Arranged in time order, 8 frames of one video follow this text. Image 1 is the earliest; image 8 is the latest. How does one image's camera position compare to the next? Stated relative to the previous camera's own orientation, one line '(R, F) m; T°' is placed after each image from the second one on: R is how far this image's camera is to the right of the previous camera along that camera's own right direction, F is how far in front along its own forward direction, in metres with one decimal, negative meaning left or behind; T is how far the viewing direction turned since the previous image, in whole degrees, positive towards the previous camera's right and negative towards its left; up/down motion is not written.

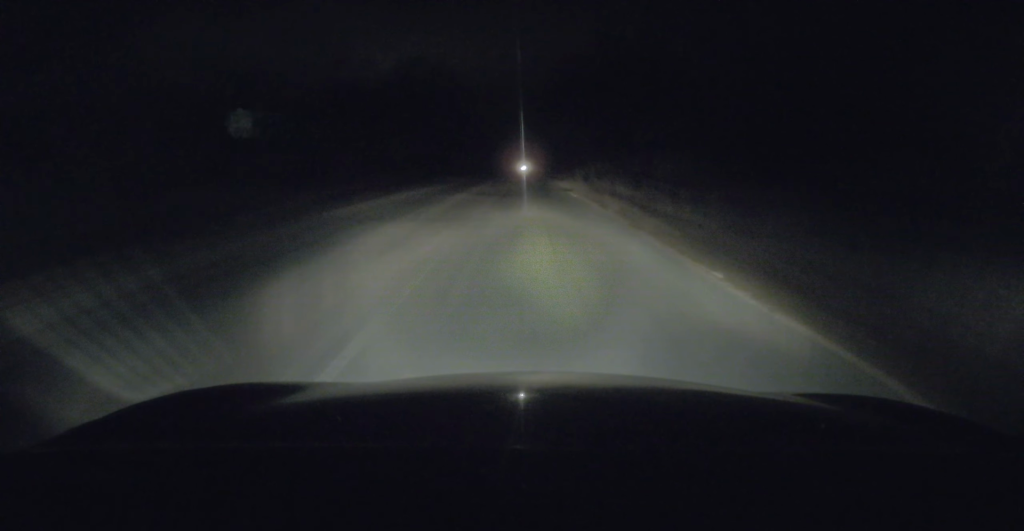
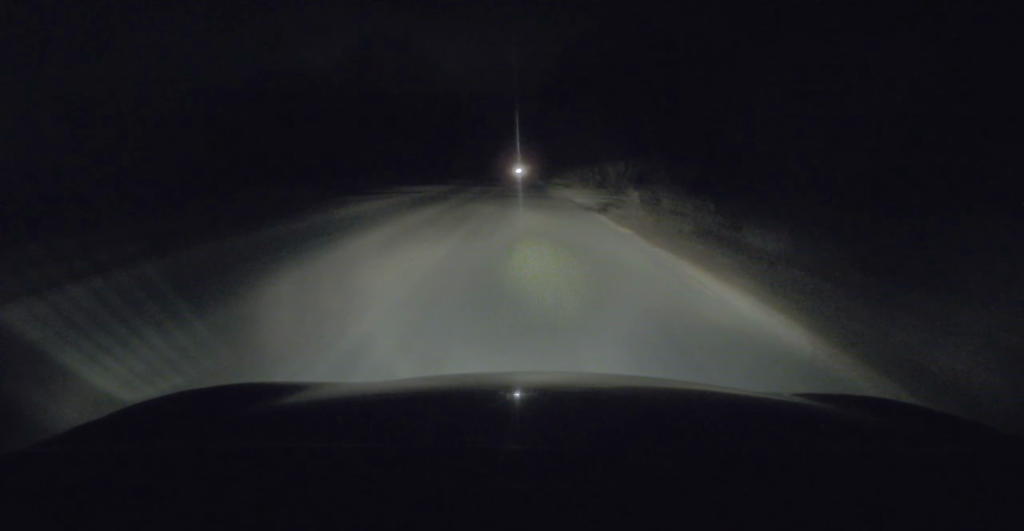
(+0.1, +15.8) m; +1°
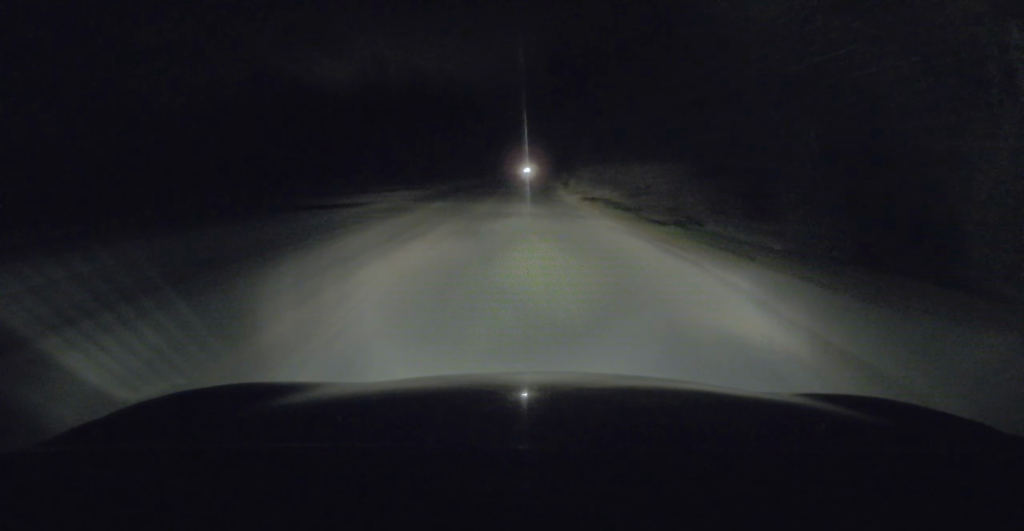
(+0.5, +36.4) m; +1°
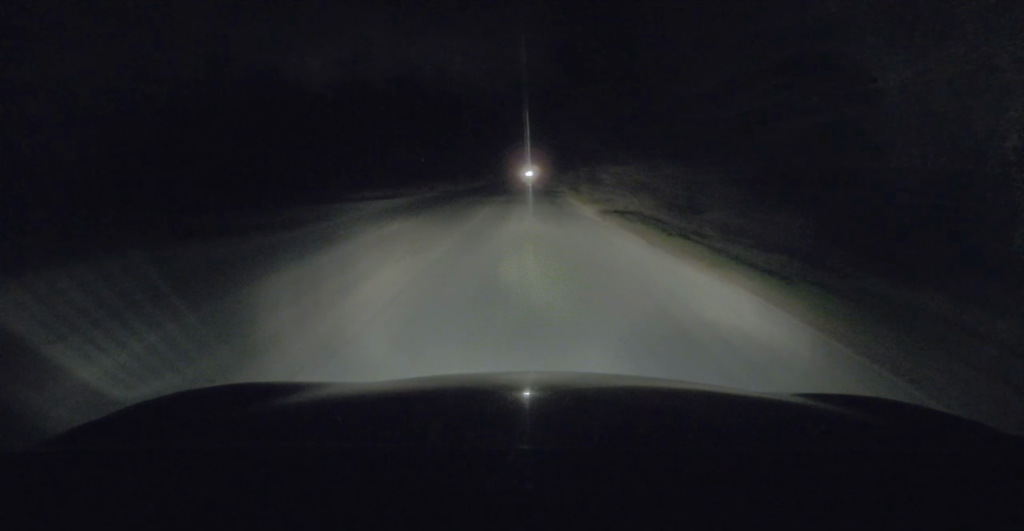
(0.0, +7.0) m; 0°
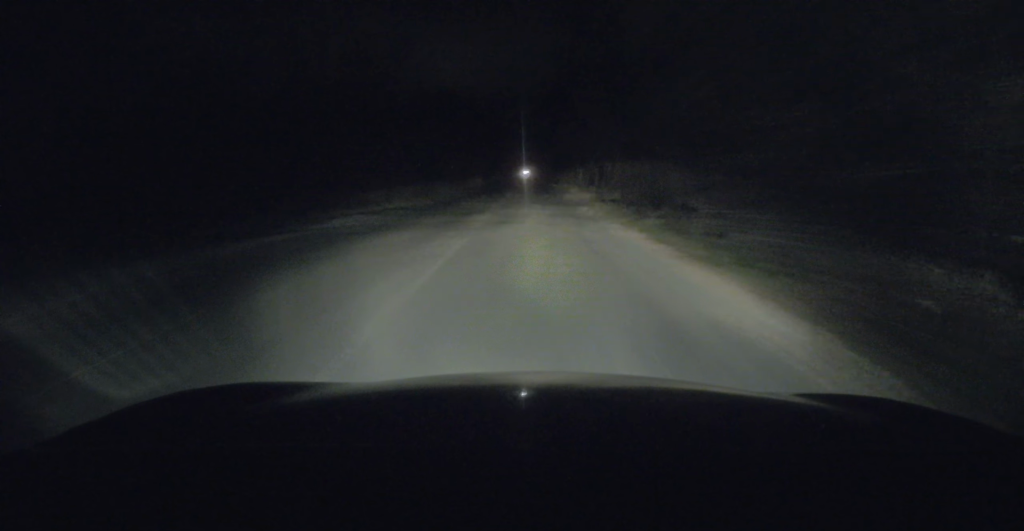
(0.0, +17.6) m; 0°
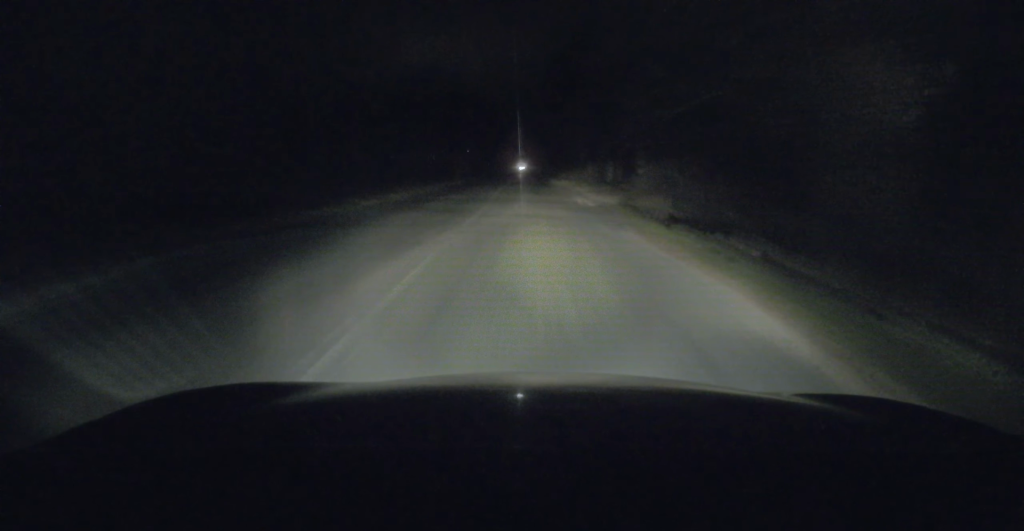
(0.0, +11.1) m; 0°
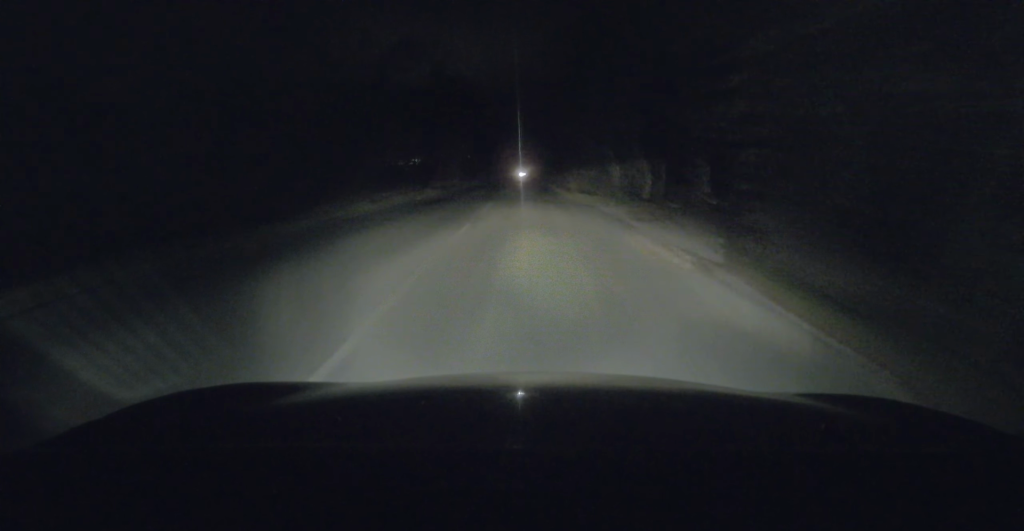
(0.0, +12.7) m; 0°
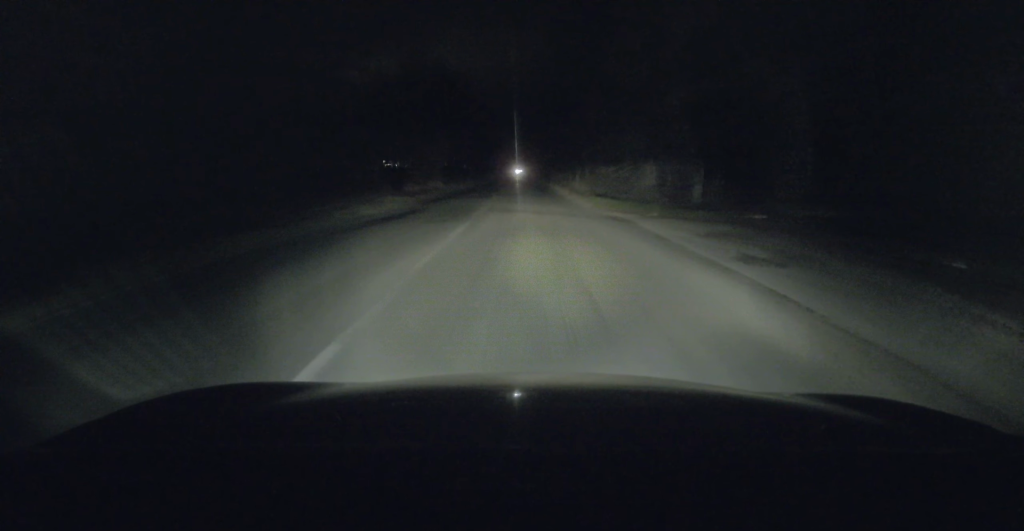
(0.0, +9.5) m; 0°
